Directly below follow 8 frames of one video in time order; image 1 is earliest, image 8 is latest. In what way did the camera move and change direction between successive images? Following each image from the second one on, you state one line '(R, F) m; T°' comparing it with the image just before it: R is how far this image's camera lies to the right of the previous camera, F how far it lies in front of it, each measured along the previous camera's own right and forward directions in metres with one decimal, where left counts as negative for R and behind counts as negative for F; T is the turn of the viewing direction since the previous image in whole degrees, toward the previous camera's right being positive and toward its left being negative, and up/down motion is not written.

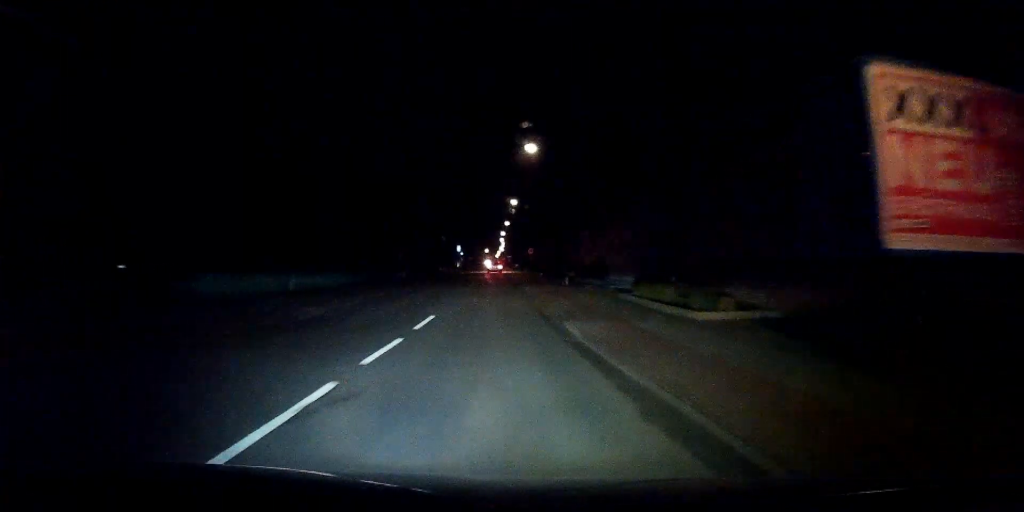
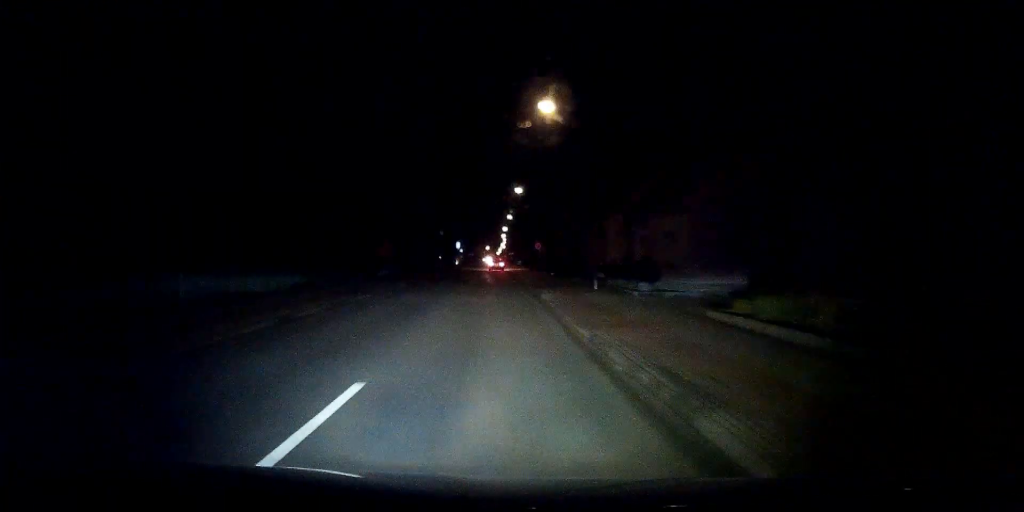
(0.0, +8.9) m; 0°
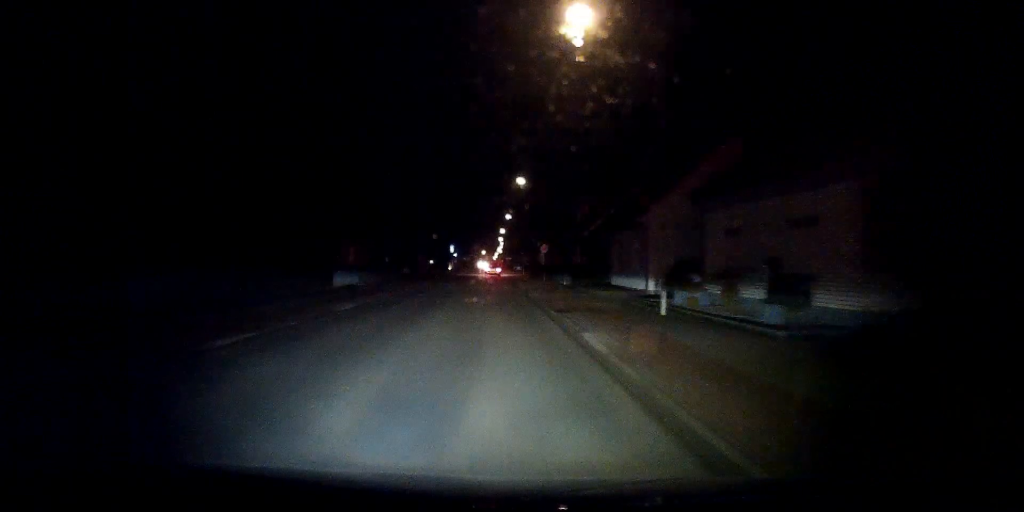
(-0.1, +10.5) m; -1°
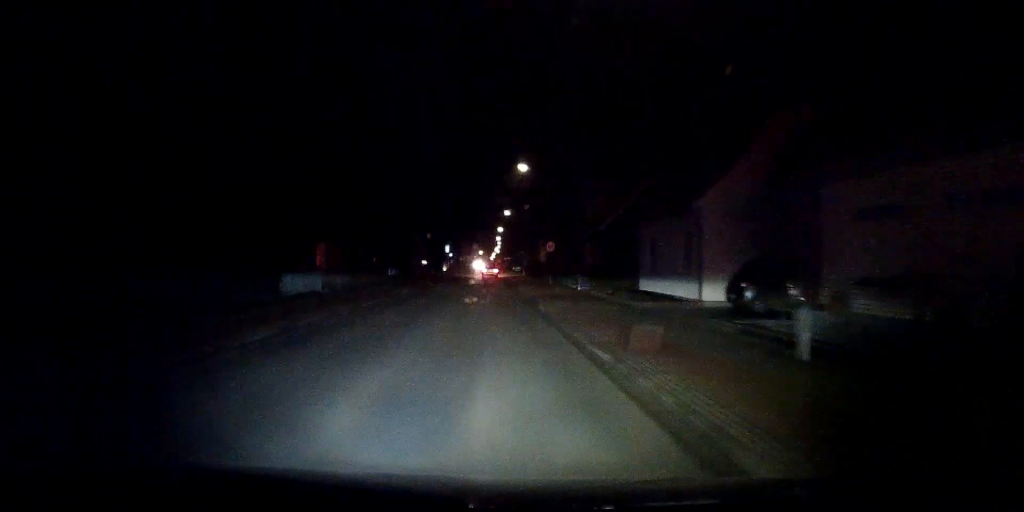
(0.0, +7.3) m; 0°
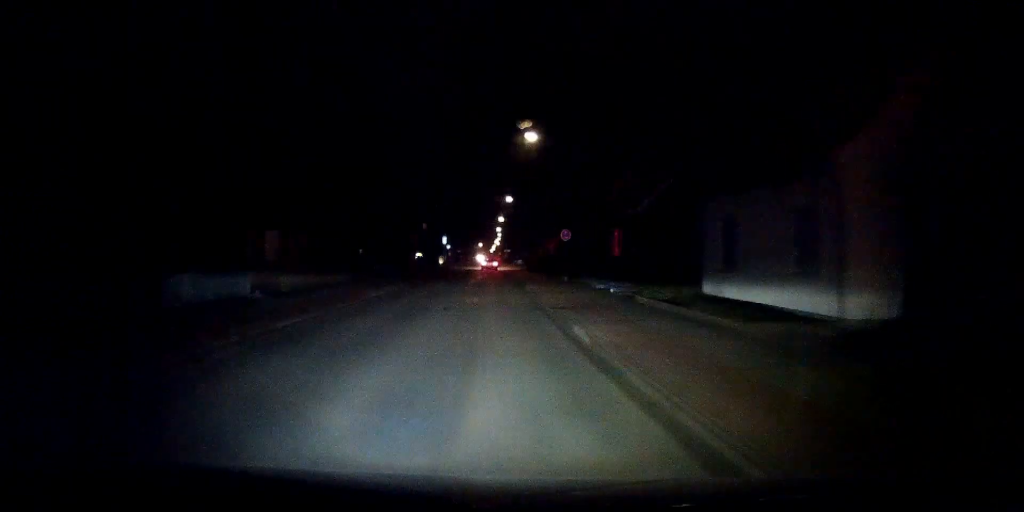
(0.0, +8.6) m; 0°
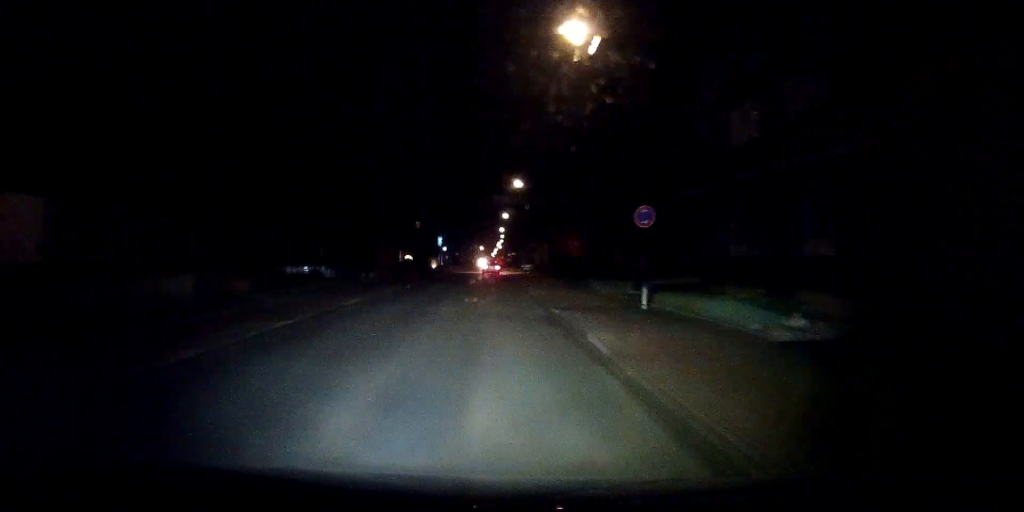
(0.0, +17.4) m; 0°
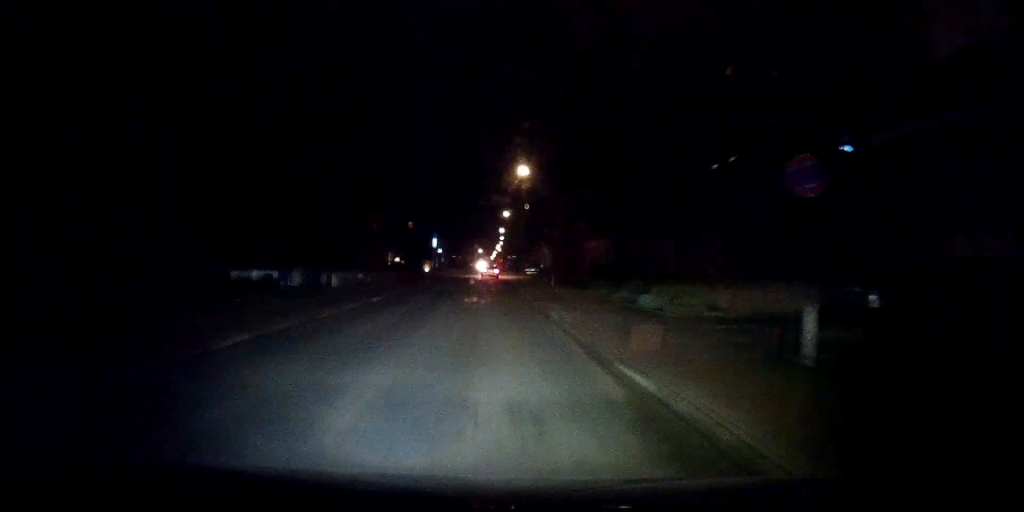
(0.0, +9.6) m; +1°
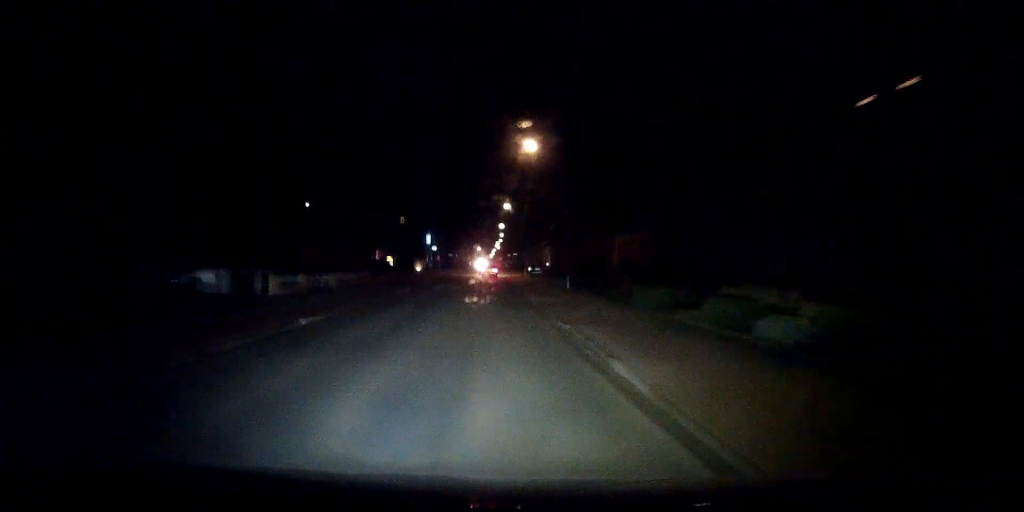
(+0.1, +9.0) m; 0°
